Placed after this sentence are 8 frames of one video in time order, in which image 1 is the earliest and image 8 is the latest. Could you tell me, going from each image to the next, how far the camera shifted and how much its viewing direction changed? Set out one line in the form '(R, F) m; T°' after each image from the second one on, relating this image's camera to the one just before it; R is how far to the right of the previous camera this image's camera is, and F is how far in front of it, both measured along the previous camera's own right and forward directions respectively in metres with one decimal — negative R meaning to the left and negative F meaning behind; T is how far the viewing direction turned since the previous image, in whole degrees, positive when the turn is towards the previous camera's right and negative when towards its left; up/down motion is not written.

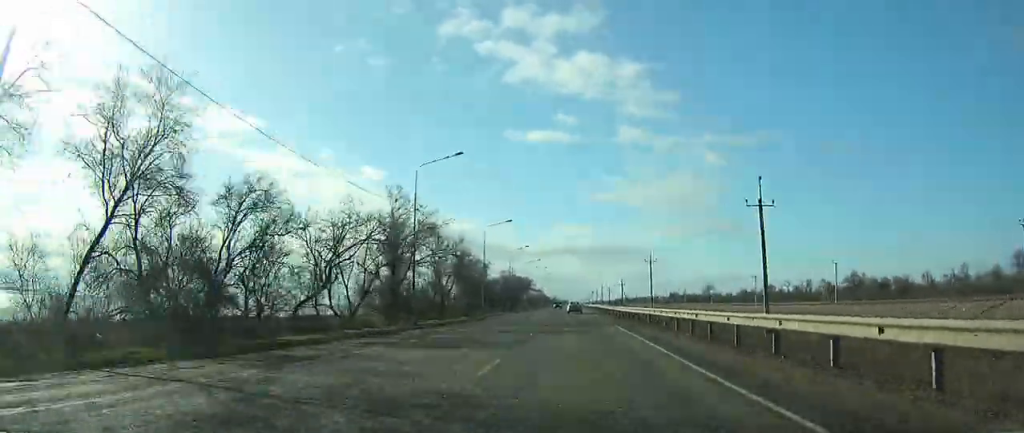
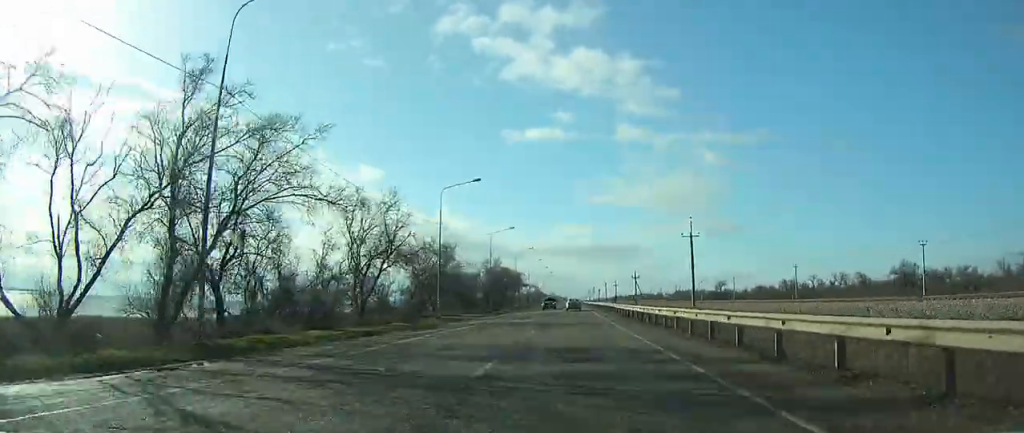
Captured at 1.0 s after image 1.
(0.0, +24.2) m; 0°
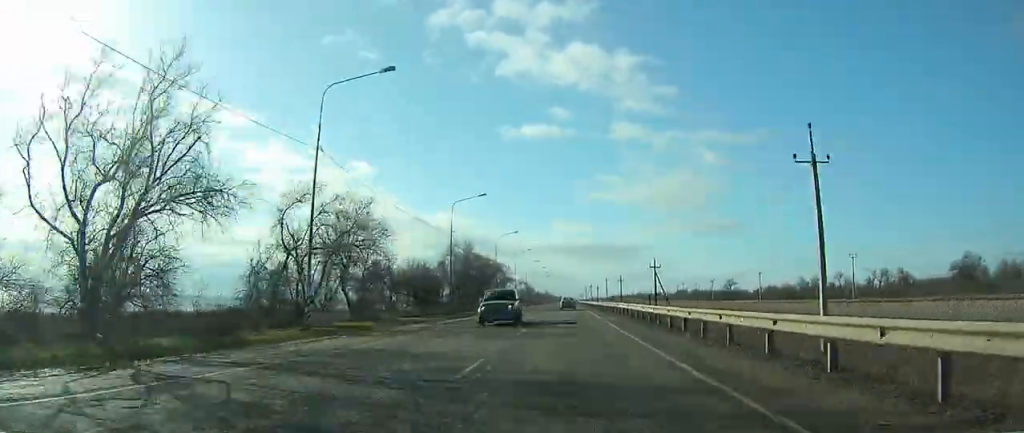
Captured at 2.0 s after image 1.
(+0.1, +24.2) m; 0°
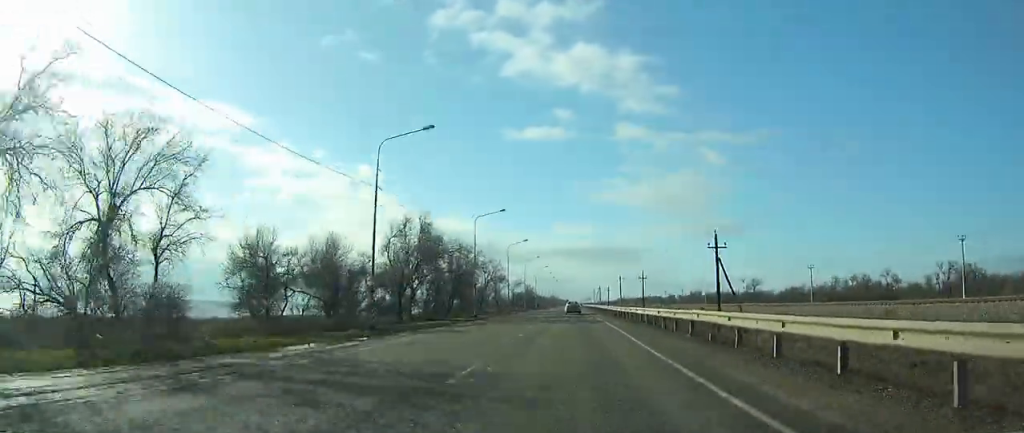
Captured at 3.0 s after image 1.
(0.0, +24.1) m; 0°
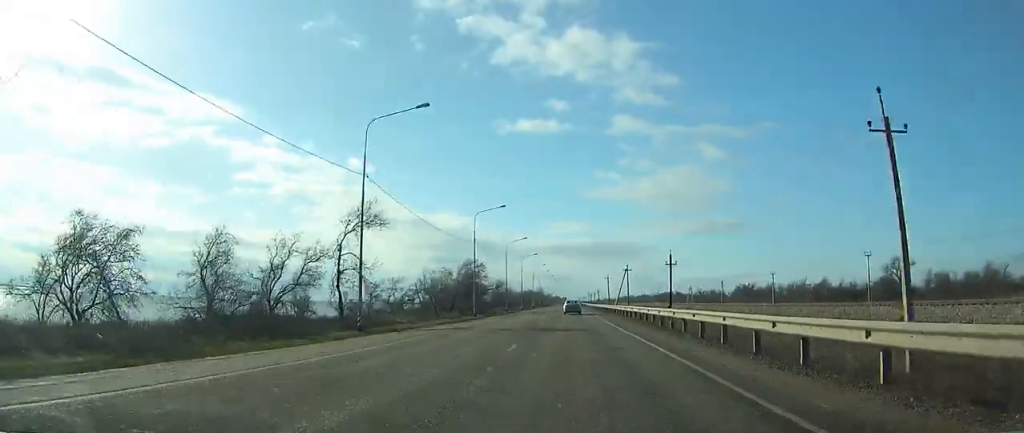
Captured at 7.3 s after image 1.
(+0.2, +101.8) m; 0°
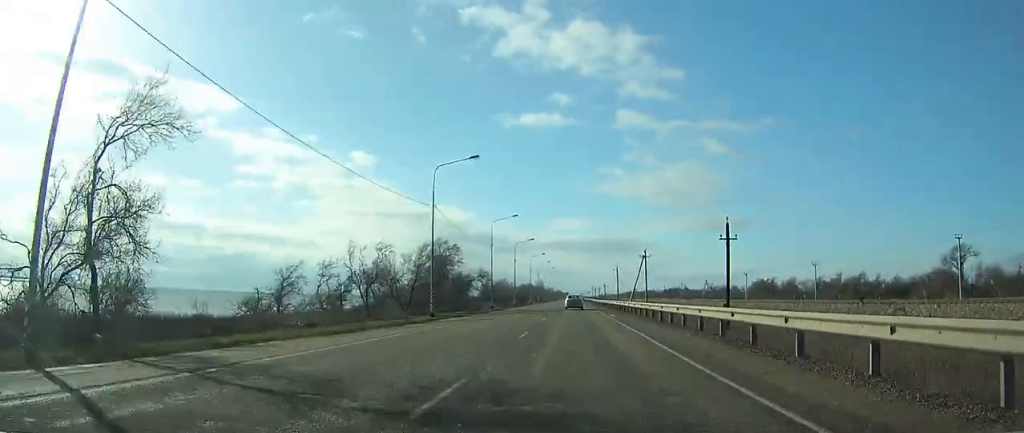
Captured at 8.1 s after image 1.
(0.0, +20.2) m; 0°
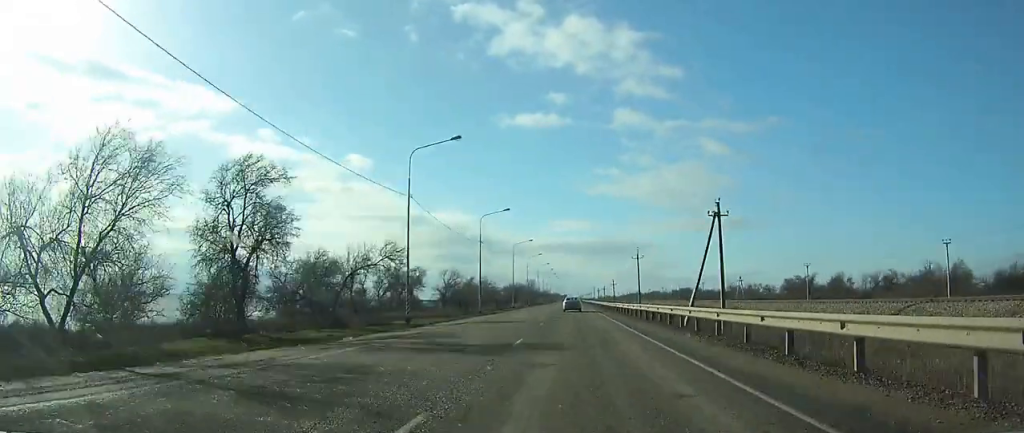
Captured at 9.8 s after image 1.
(0.0, +38.4) m; 0°
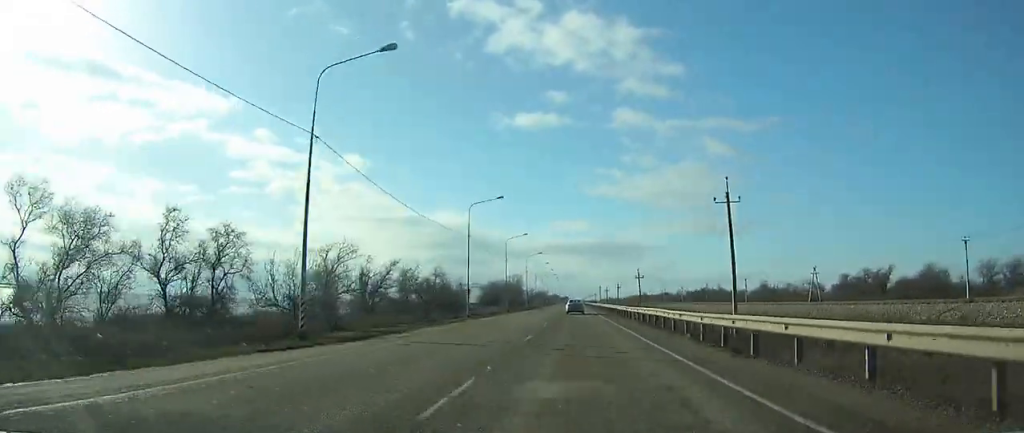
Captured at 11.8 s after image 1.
(0.0, +45.2) m; 0°
